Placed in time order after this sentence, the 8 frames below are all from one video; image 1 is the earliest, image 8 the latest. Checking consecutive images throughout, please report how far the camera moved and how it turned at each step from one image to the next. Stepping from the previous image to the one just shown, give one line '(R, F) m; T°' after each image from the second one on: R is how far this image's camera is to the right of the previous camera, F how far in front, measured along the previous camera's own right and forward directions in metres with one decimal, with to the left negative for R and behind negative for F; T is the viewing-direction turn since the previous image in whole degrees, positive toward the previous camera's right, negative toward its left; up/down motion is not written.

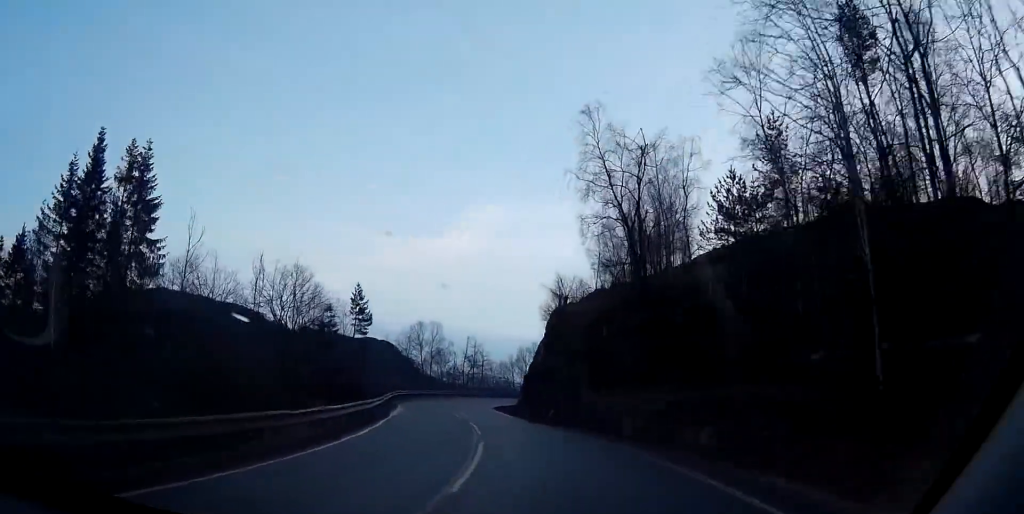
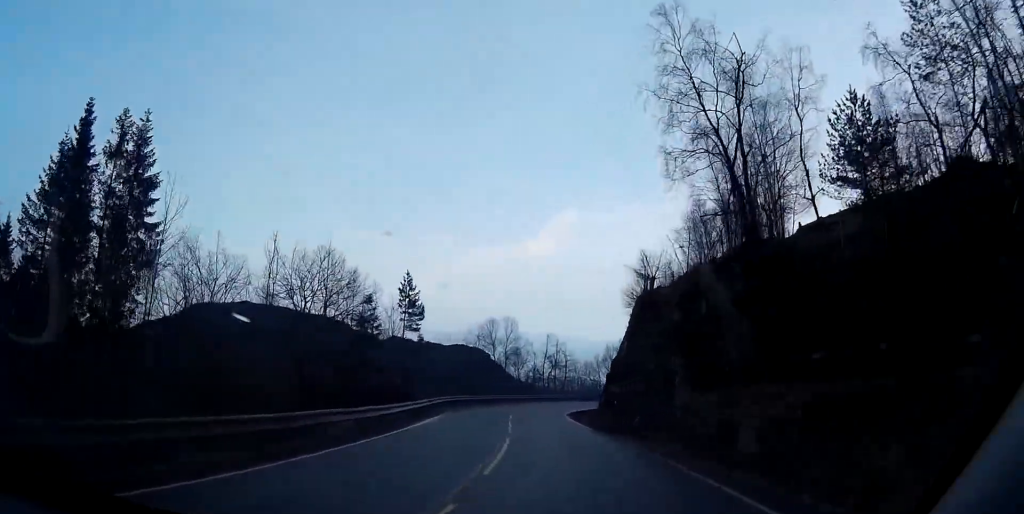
(-0.5, +10.3) m; -5°
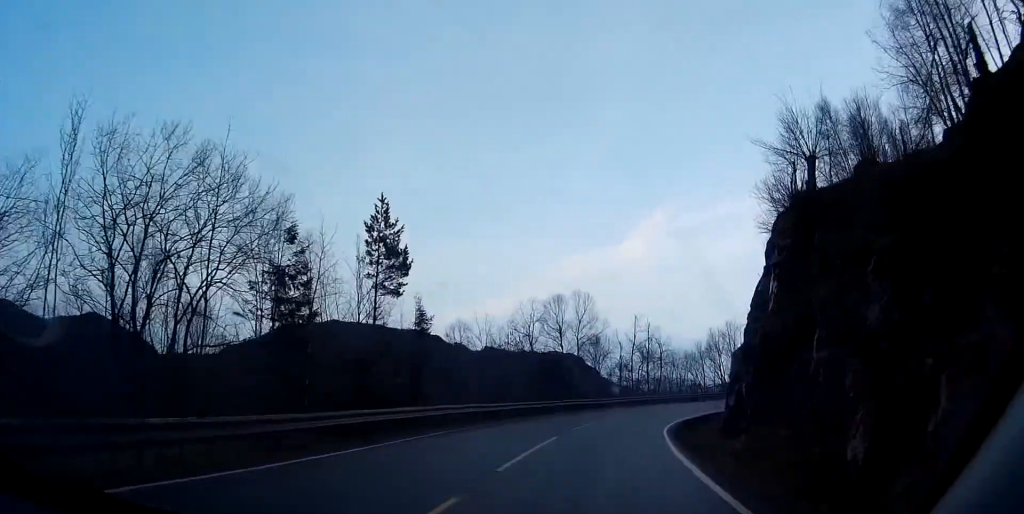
(-1.9, +24.0) m; -5°
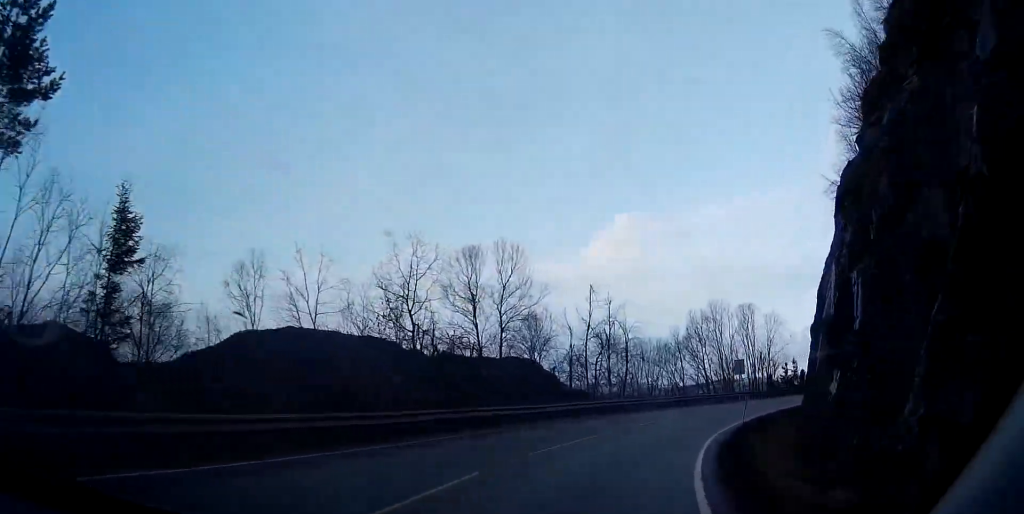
(+0.3, +21.2) m; +4°
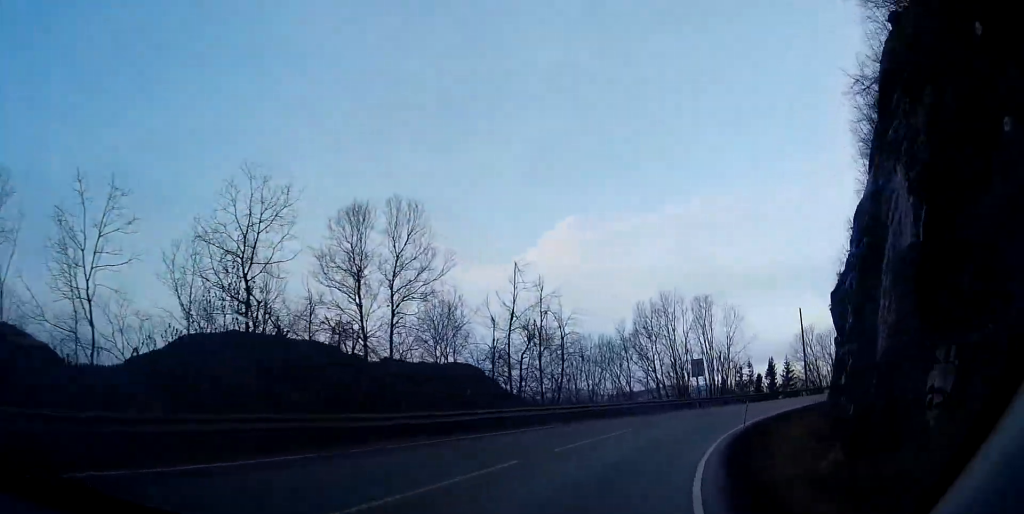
(+0.3, +9.3) m; +3°
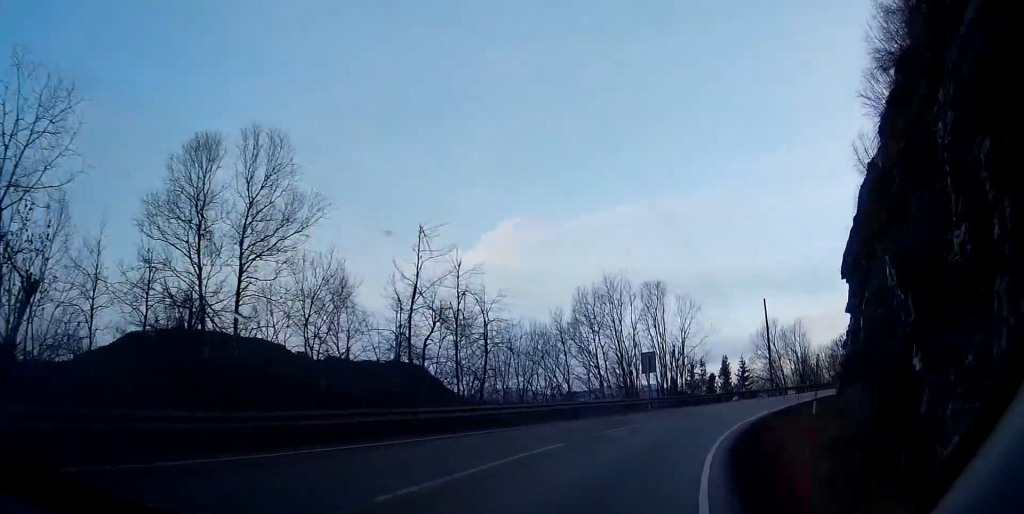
(+0.2, +8.1) m; +3°
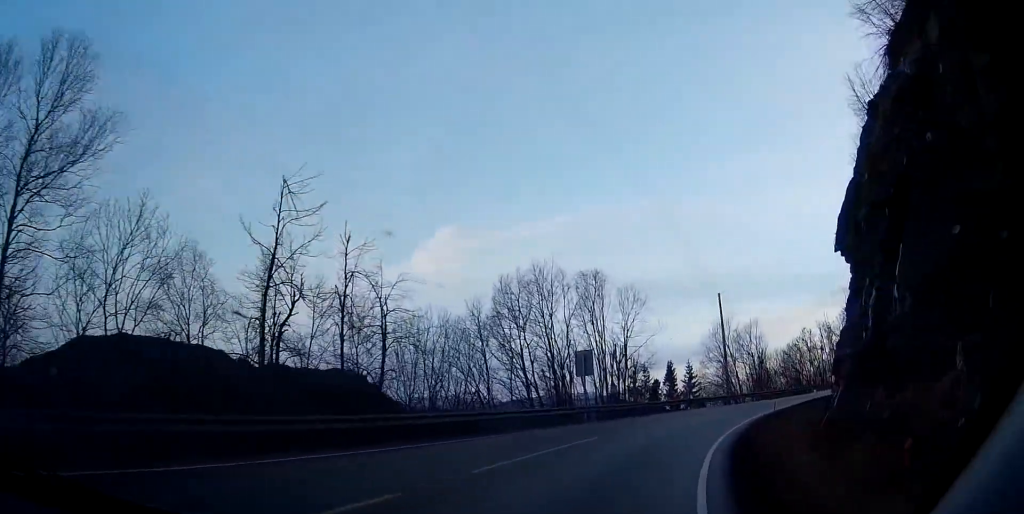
(-0.1, +7.6) m; +3°
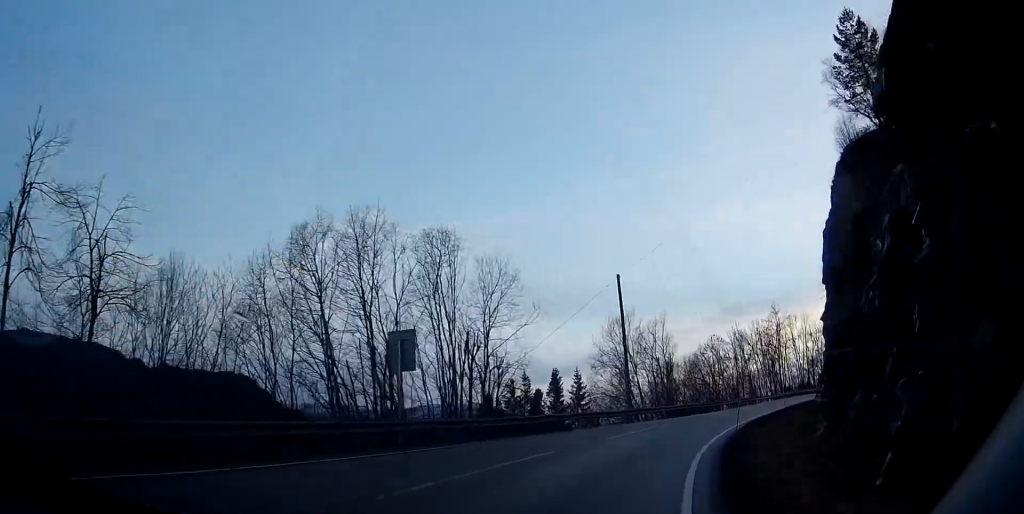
(+0.9, +14.0) m; +11°
